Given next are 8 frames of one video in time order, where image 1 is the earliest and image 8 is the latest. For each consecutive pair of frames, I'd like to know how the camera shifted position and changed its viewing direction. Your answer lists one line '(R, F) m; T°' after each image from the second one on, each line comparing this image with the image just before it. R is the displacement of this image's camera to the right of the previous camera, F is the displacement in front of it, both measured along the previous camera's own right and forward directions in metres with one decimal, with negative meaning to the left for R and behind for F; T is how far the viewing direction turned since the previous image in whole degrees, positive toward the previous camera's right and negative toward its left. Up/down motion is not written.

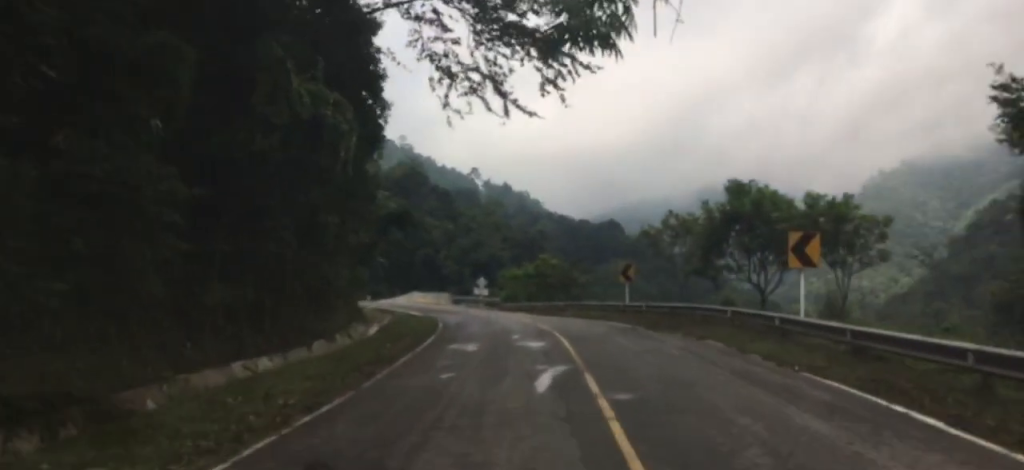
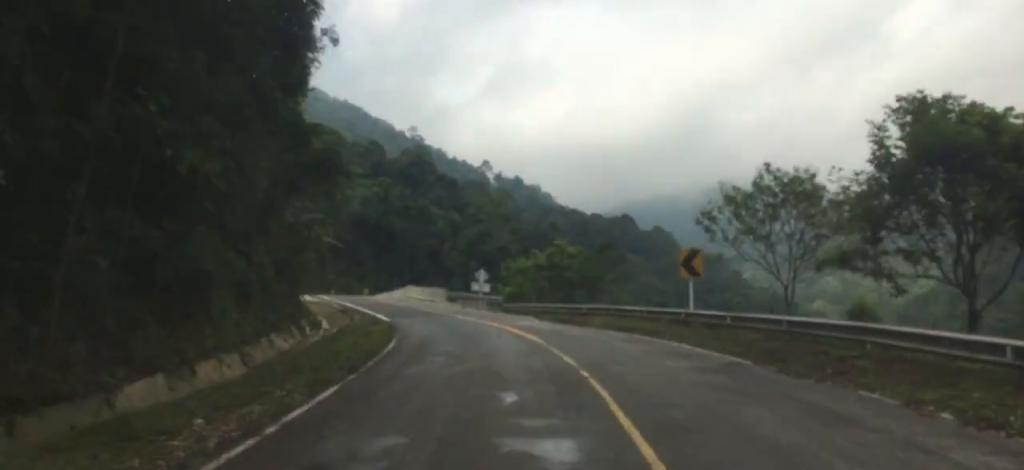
(+0.1, +10.8) m; 0°
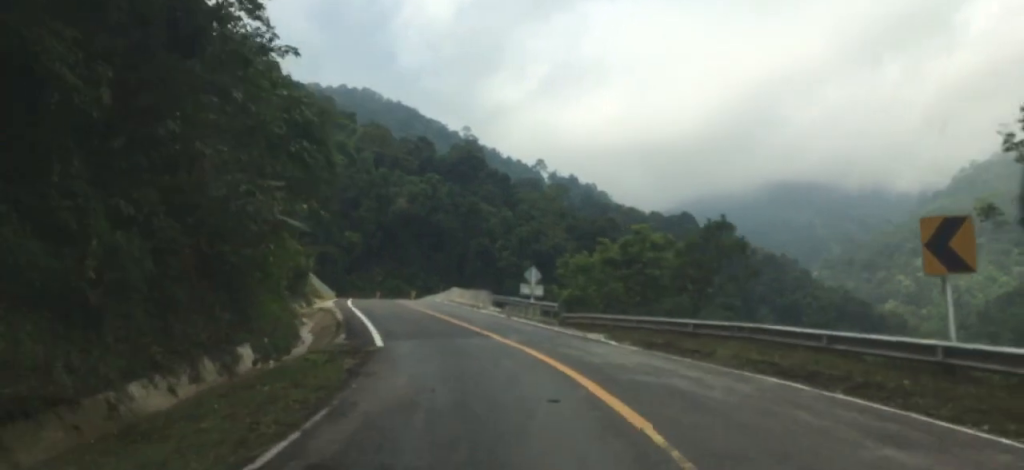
(-0.5, +10.3) m; -6°
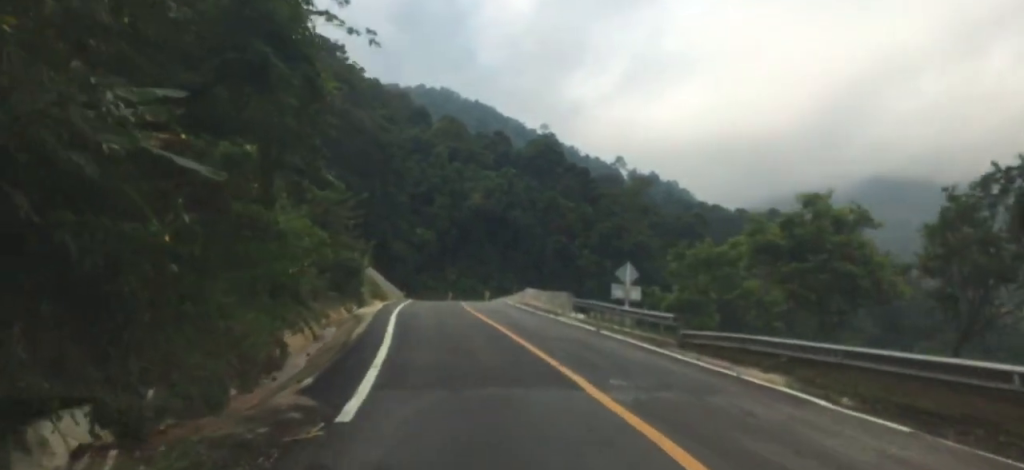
(-0.1, +9.8) m; +5°
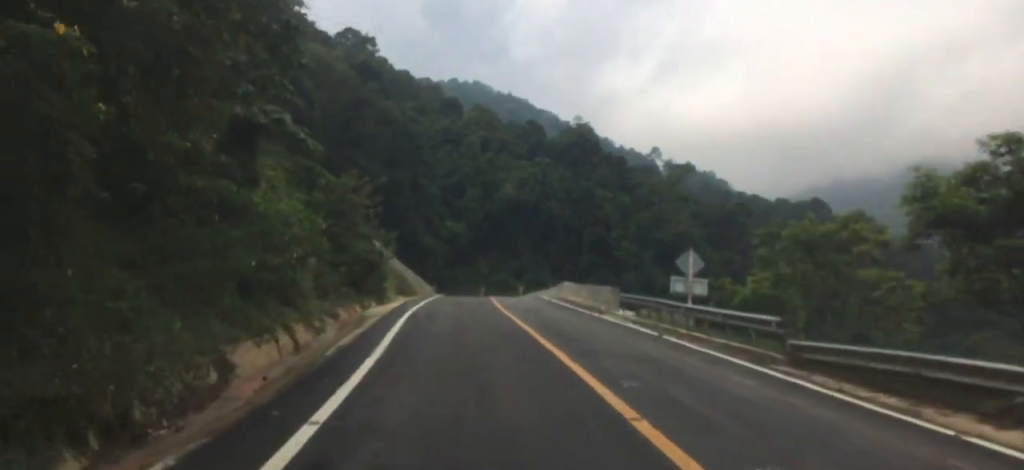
(+0.4, +6.1) m; -2°
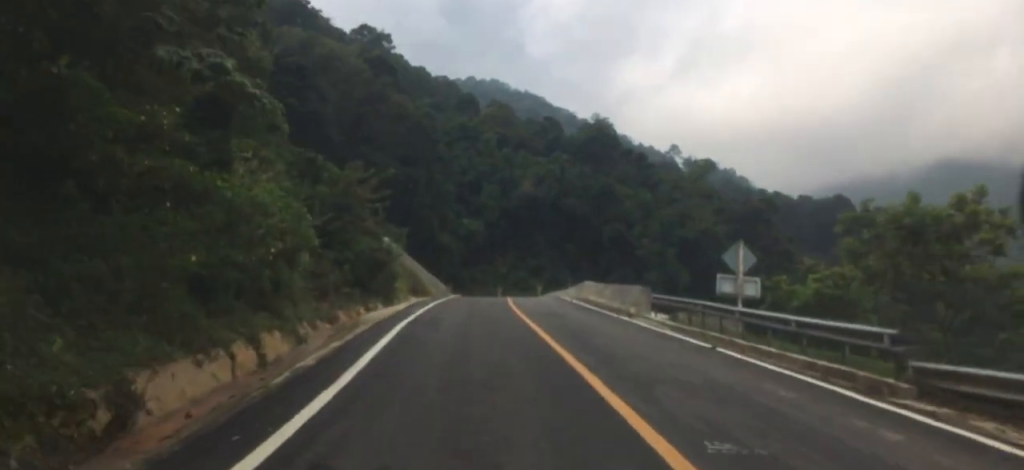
(+0.6, +4.2) m; -4°
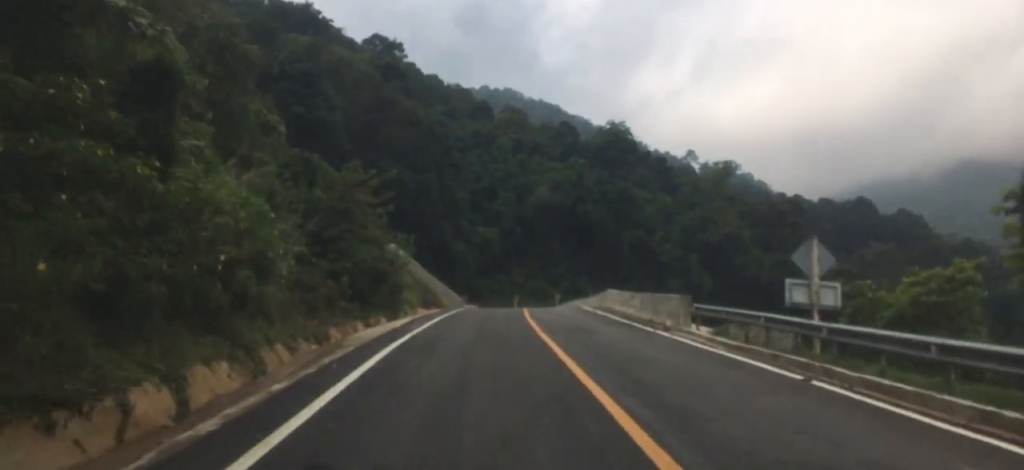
(-1.1, +4.7) m; -5°
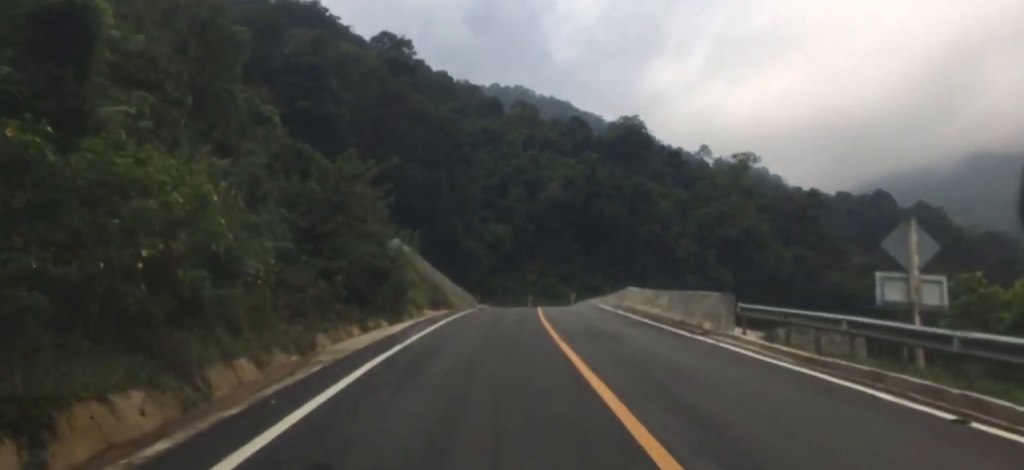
(-0.5, +4.3) m; -2°
